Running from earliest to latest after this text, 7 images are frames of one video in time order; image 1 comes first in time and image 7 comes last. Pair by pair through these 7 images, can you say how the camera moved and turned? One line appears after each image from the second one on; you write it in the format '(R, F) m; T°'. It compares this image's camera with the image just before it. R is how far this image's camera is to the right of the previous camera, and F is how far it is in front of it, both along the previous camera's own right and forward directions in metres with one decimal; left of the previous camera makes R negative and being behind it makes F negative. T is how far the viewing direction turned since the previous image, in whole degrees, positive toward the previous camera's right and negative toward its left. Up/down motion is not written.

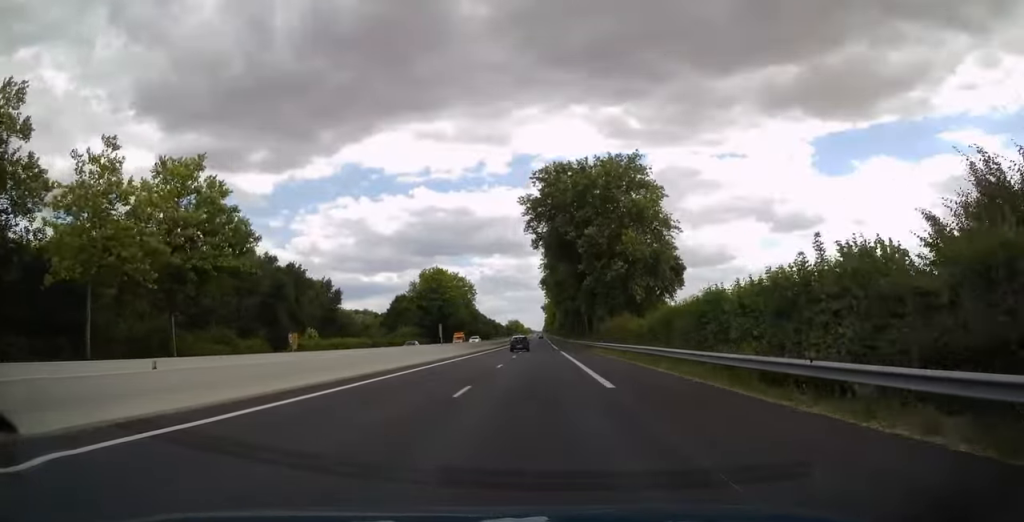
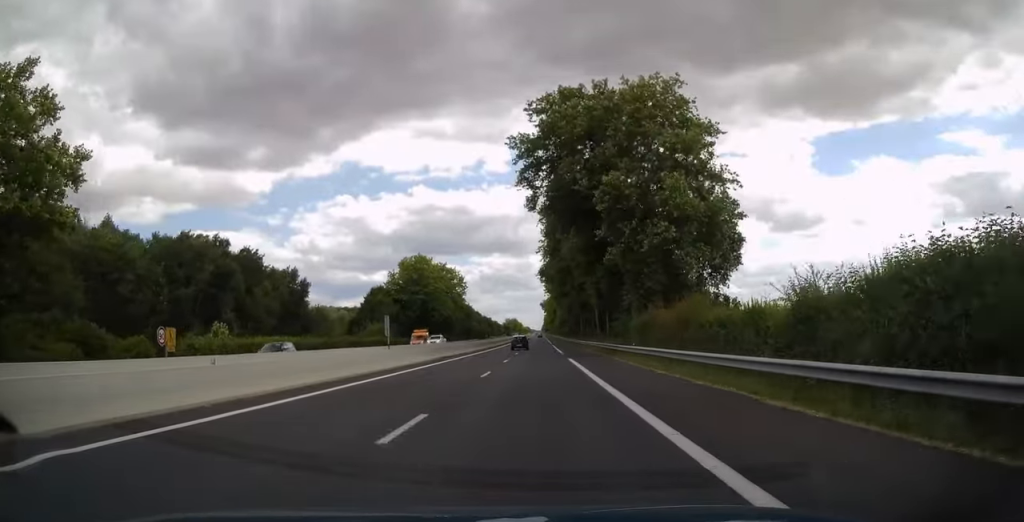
(-0.1, +19.3) m; 0°
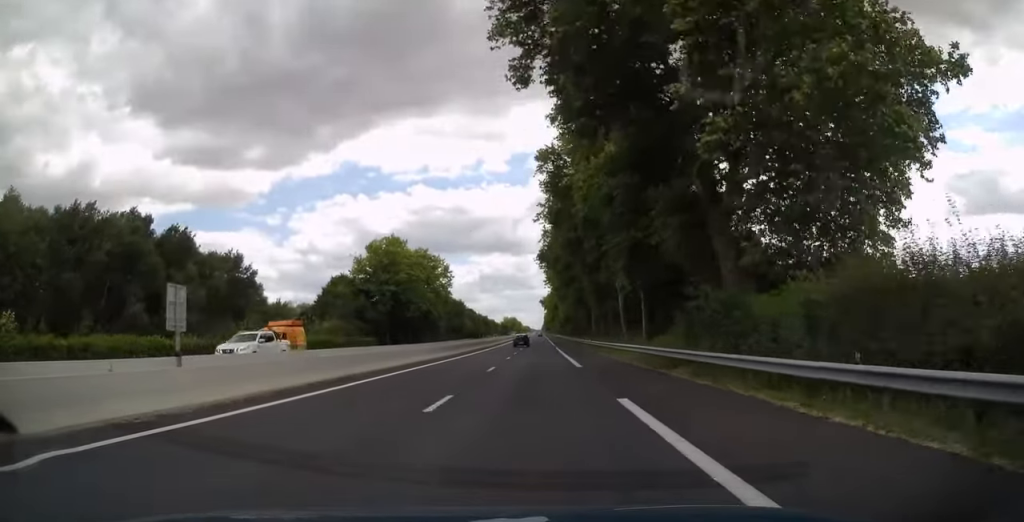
(0.0, +22.7) m; 0°
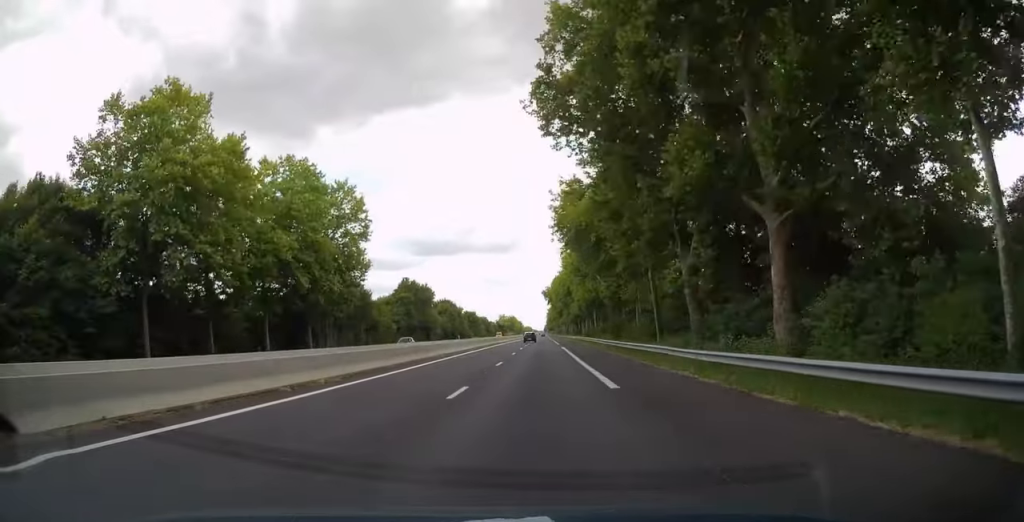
(-0.1, +63.7) m; 0°
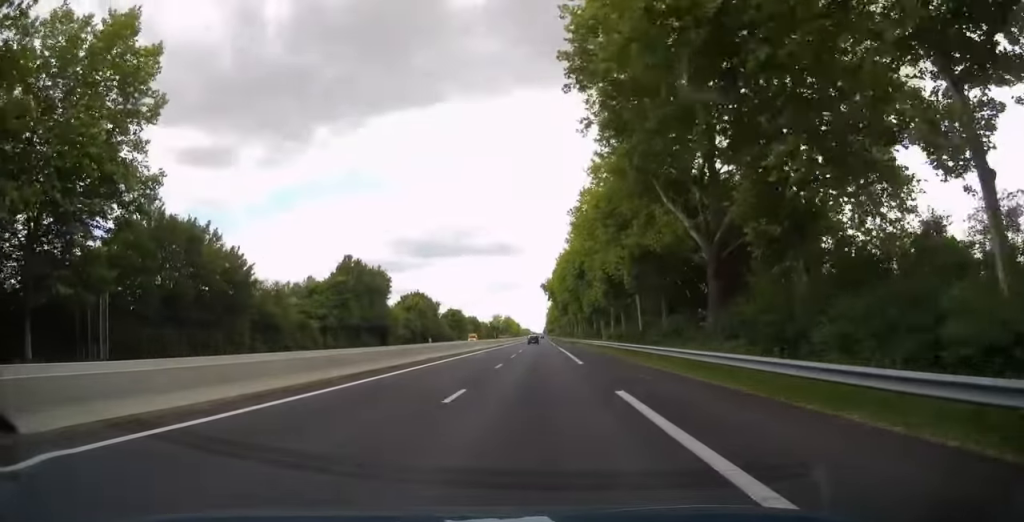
(+0.1, +40.0) m; 0°
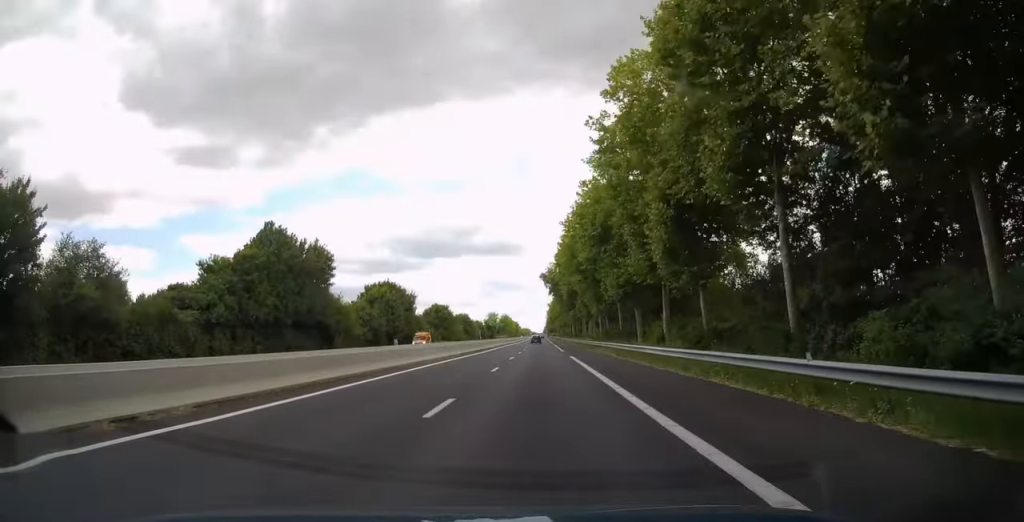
(+0.1, +28.5) m; 0°
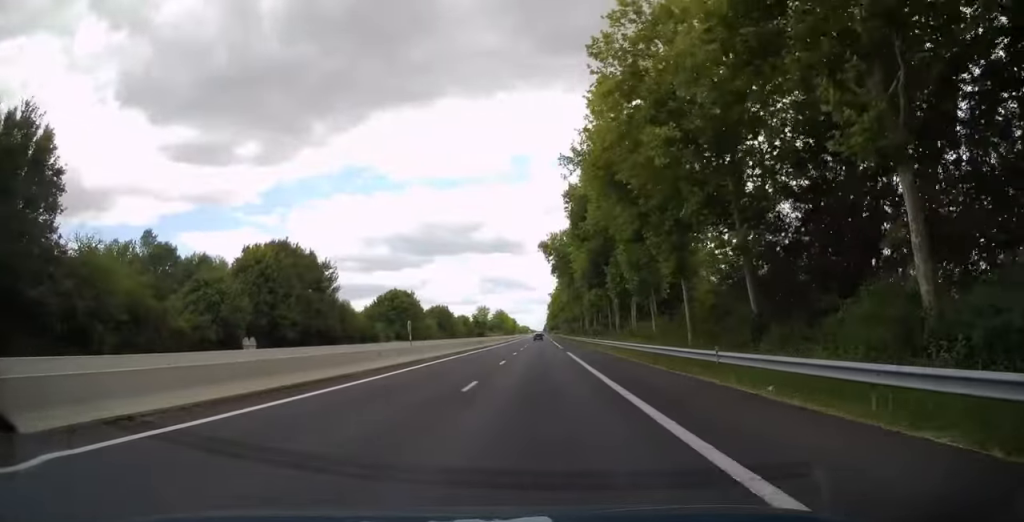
(-0.1, +47.5) m; 0°
